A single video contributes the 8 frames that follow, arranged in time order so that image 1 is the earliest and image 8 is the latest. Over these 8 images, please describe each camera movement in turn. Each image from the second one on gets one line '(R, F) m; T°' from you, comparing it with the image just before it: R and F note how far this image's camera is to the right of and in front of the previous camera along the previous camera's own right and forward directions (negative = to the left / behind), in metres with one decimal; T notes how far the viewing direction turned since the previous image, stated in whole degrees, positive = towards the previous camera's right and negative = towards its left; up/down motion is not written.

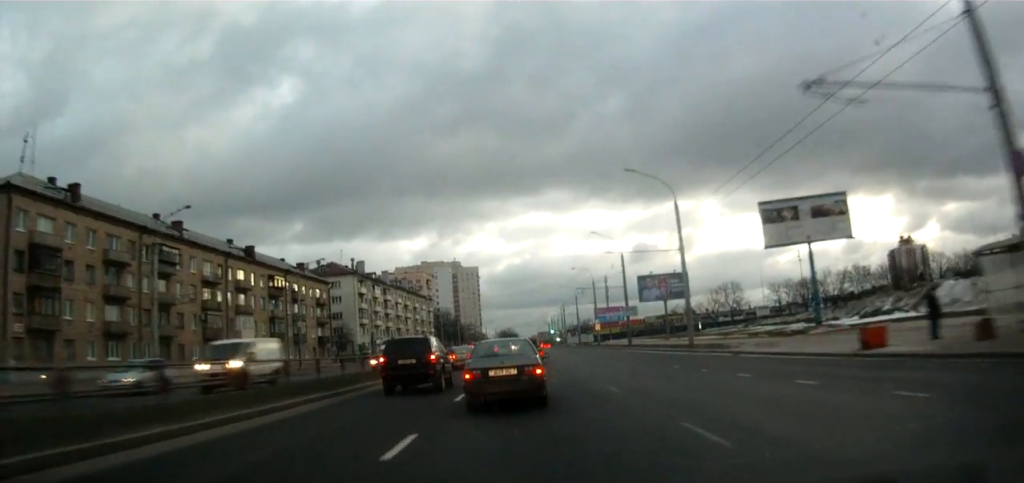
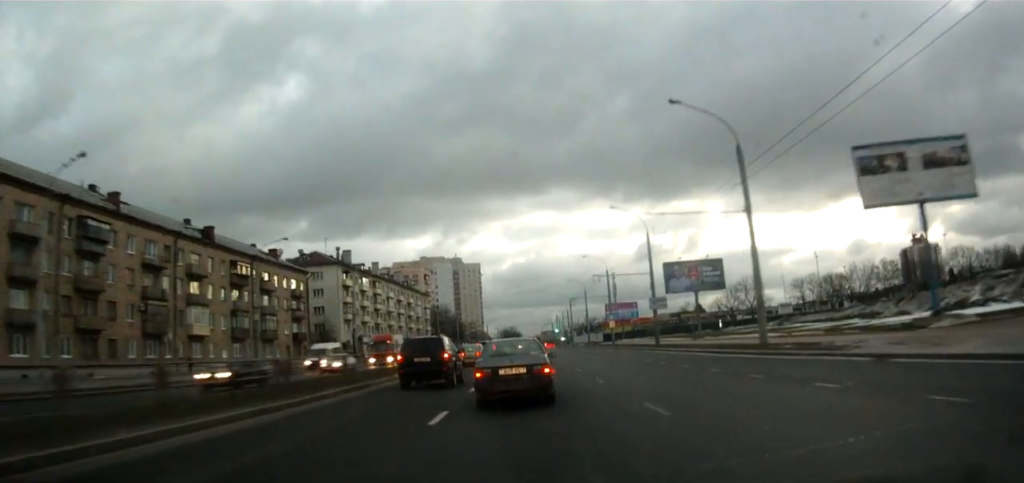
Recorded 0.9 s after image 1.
(-0.5, +13.2) m; -4°
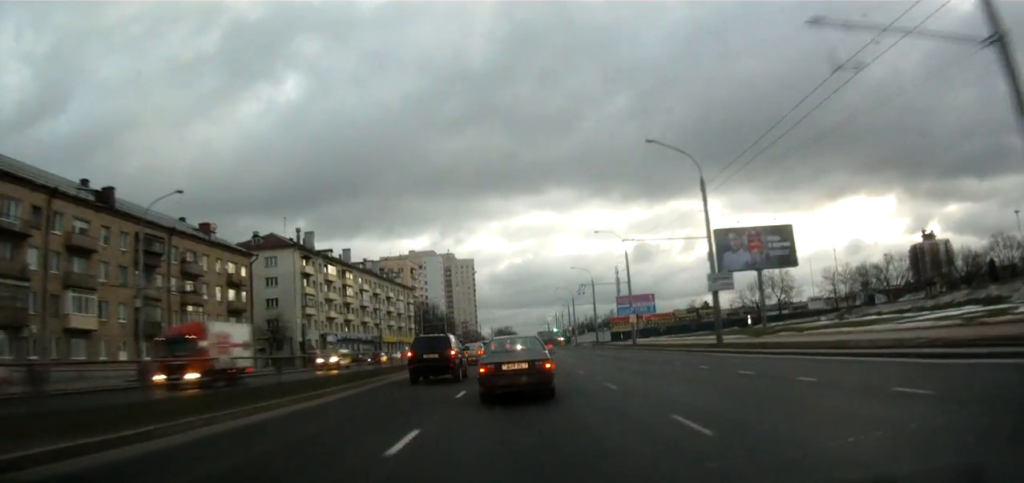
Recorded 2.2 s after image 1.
(-0.7, +18.9) m; -1°
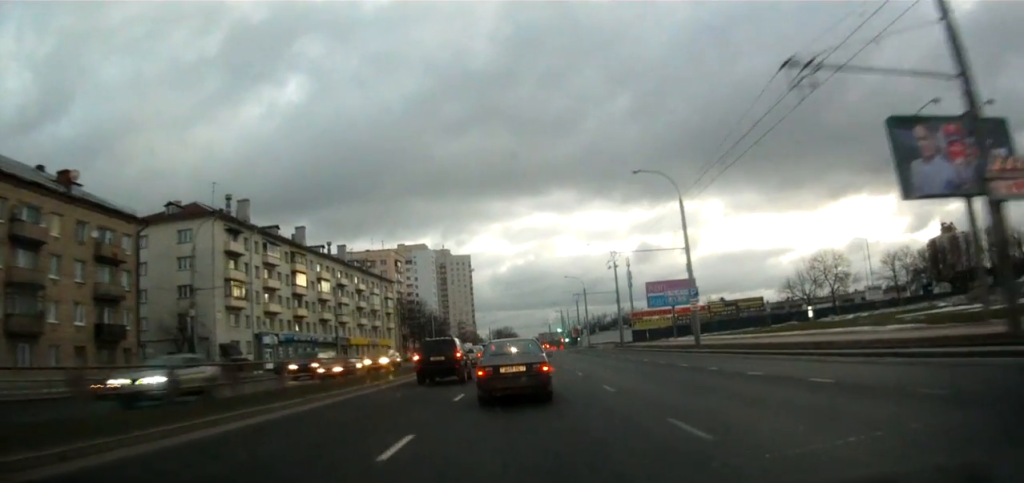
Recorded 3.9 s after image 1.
(+1.0, +24.3) m; +2°
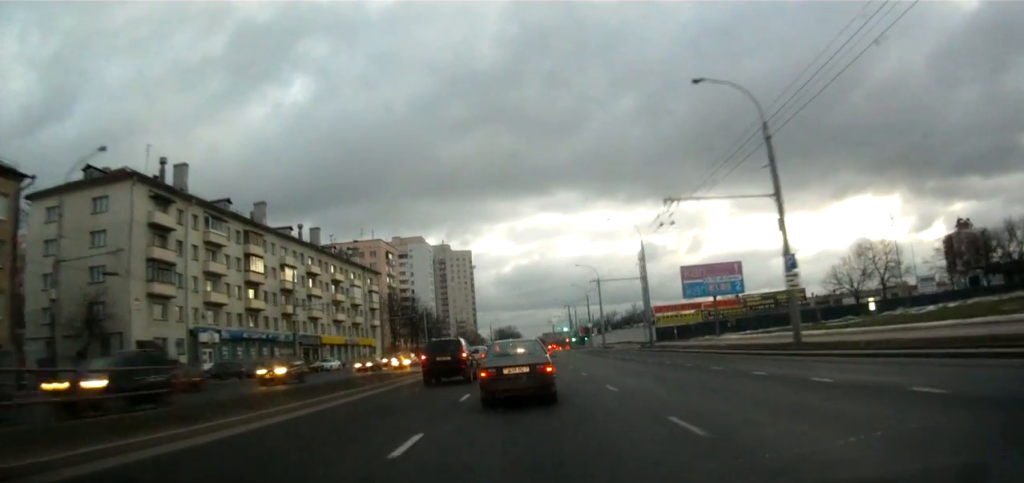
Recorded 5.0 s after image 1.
(0.0, +15.8) m; 0°
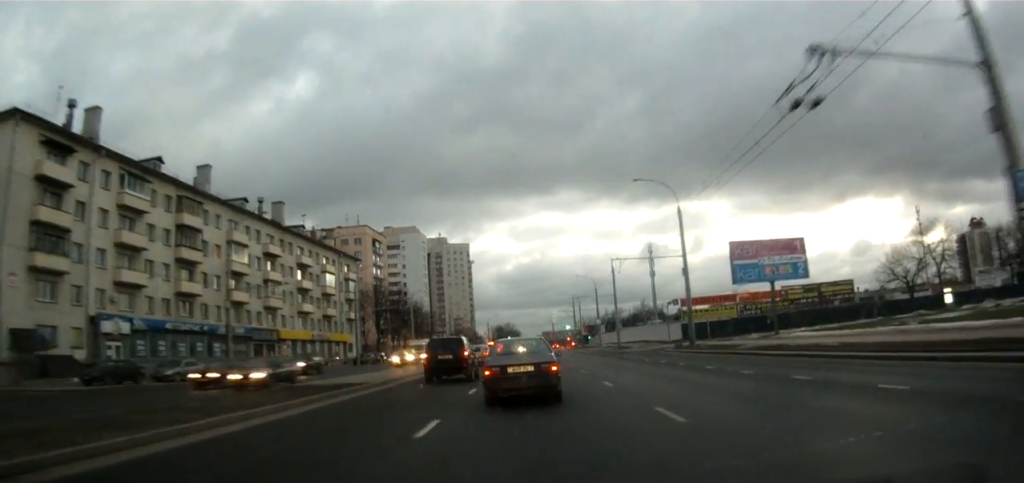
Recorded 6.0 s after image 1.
(0.0, +14.5) m; -2°
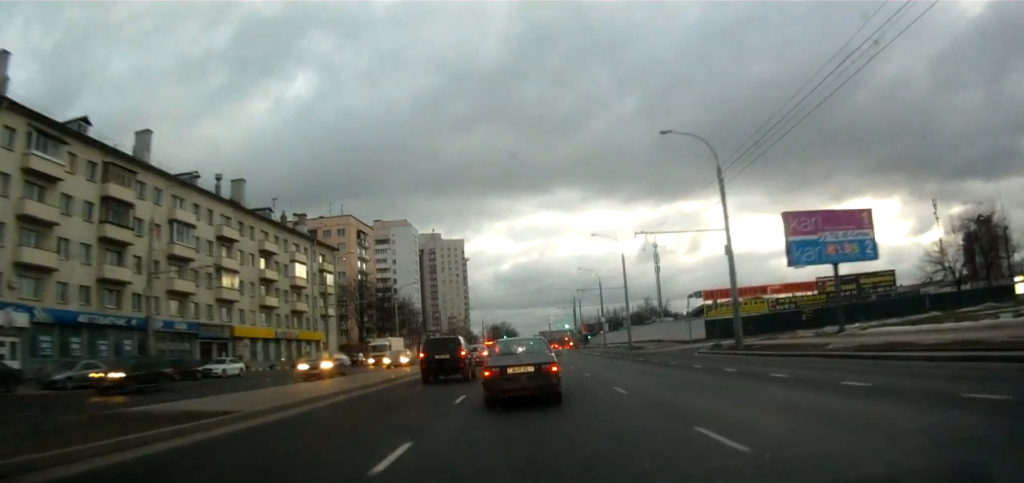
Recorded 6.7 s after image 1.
(-0.3, +10.3) m; -2°
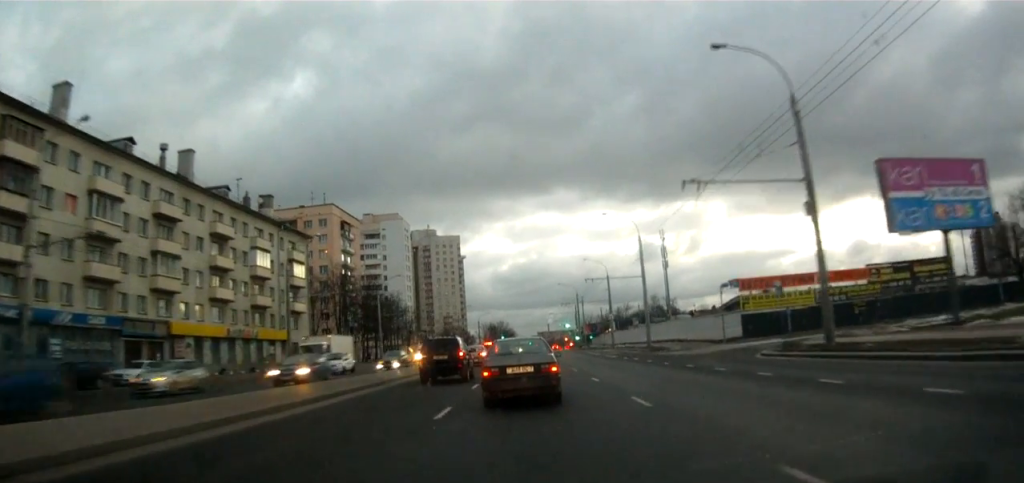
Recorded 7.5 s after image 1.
(-0.2, +10.8) m; 0°
